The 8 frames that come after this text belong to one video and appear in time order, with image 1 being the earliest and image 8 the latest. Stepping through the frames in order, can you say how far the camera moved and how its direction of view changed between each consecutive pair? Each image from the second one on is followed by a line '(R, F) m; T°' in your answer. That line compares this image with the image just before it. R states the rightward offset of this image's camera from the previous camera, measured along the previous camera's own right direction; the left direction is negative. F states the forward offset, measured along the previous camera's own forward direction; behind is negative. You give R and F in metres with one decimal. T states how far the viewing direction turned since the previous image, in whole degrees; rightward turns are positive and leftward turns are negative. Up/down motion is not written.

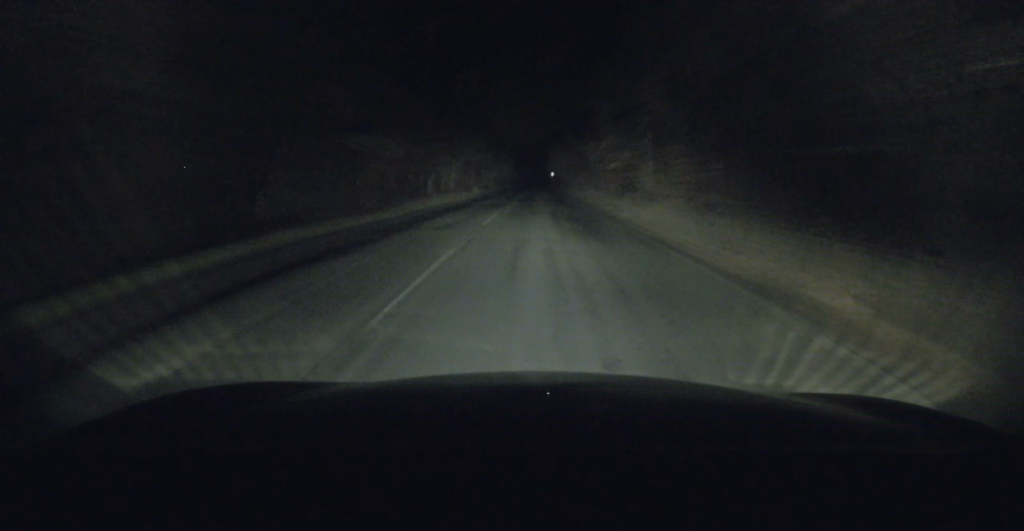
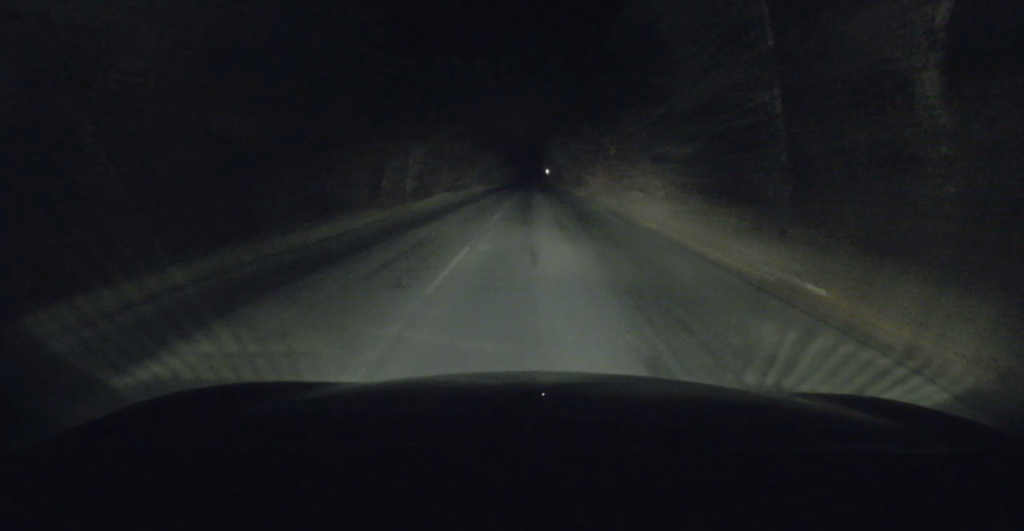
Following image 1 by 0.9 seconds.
(0.0, +18.6) m; 0°
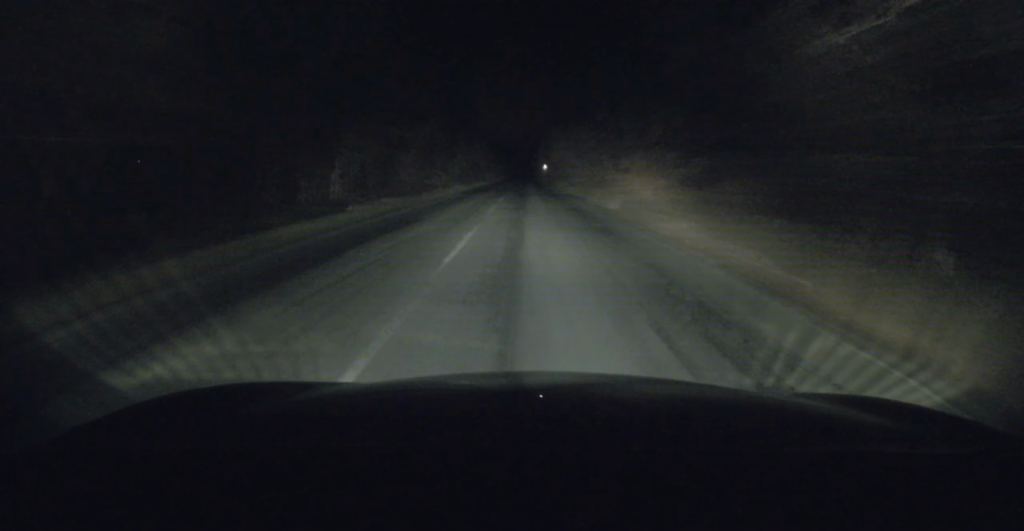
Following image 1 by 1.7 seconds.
(0.0, +15.1) m; 0°
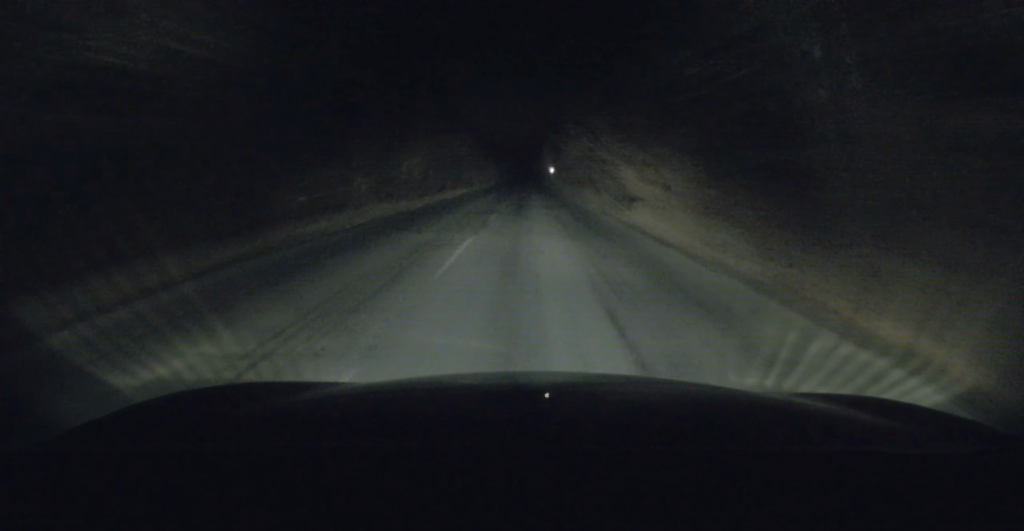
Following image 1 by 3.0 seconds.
(0.0, +26.0) m; 0°
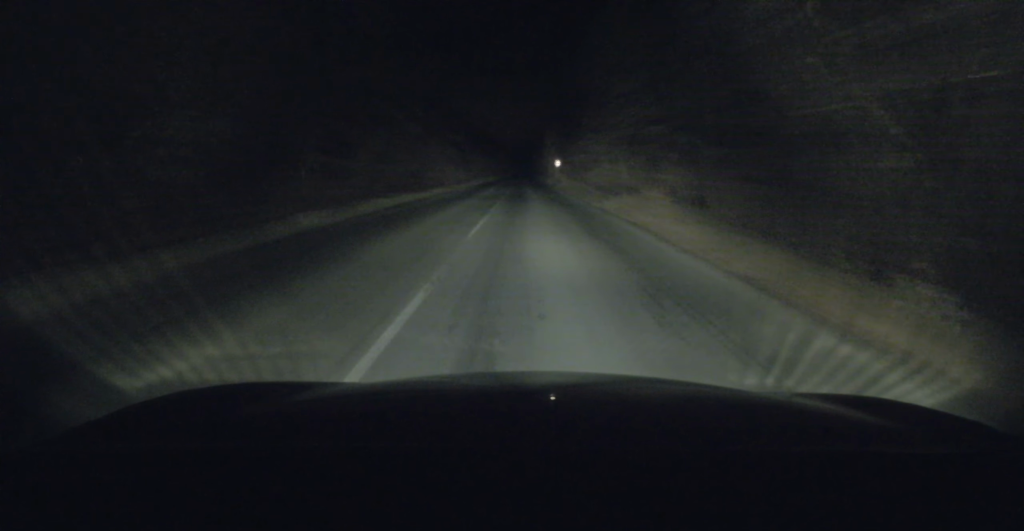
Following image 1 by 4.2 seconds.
(0.0, +23.3) m; 0°
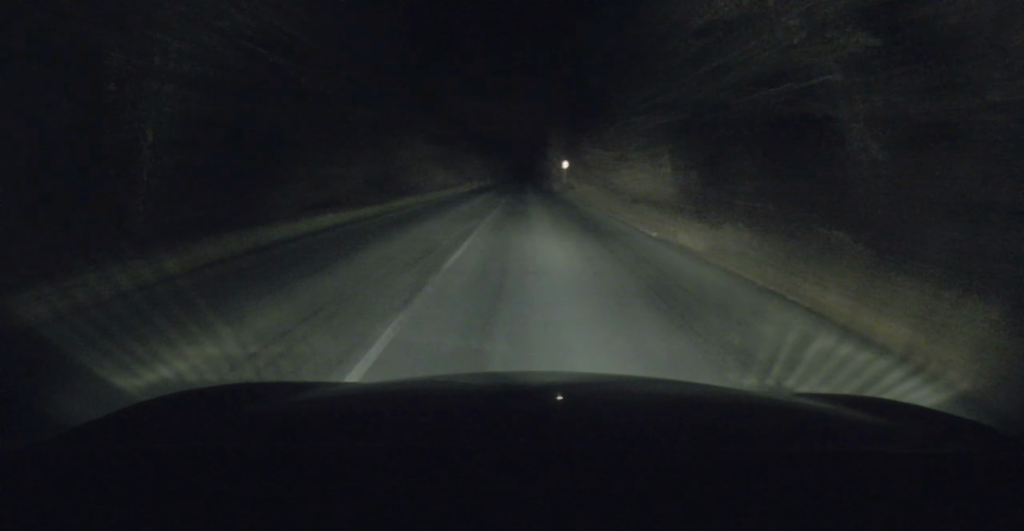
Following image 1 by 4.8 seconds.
(0.0, +10.9) m; 0°
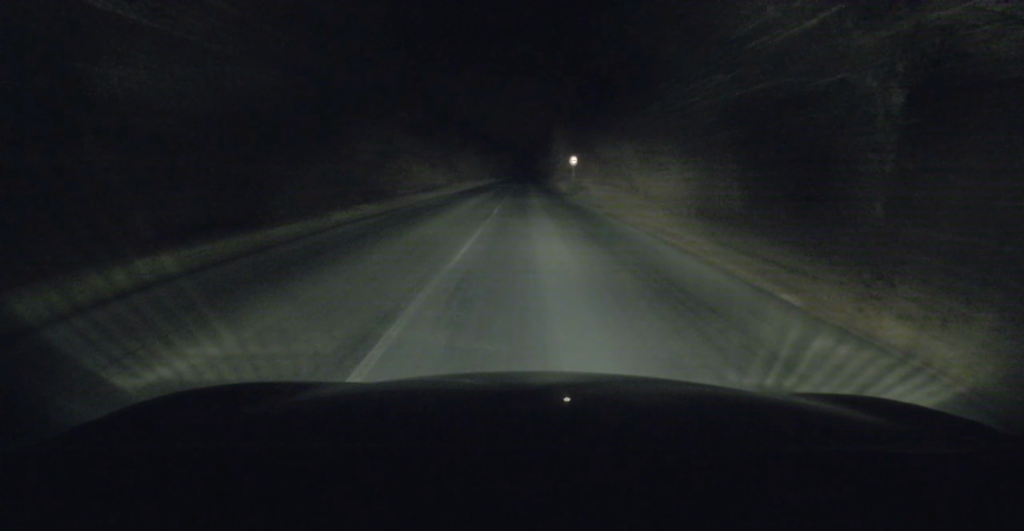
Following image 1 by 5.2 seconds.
(0.0, +7.7) m; 0°
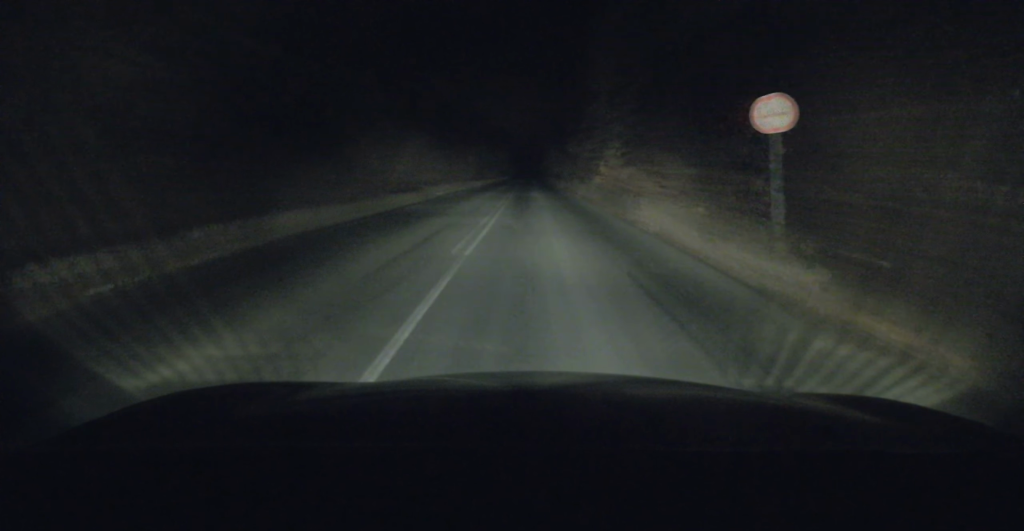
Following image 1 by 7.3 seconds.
(-0.9, +40.9) m; 0°
